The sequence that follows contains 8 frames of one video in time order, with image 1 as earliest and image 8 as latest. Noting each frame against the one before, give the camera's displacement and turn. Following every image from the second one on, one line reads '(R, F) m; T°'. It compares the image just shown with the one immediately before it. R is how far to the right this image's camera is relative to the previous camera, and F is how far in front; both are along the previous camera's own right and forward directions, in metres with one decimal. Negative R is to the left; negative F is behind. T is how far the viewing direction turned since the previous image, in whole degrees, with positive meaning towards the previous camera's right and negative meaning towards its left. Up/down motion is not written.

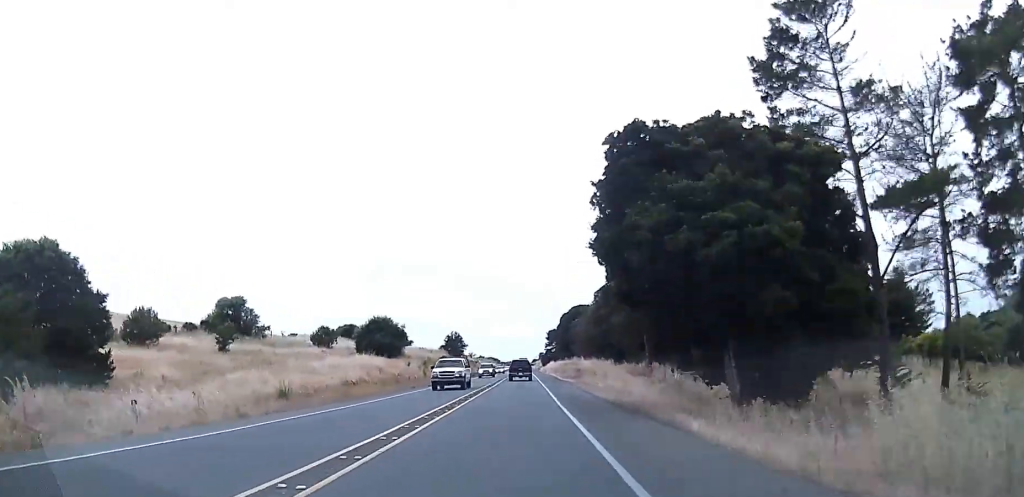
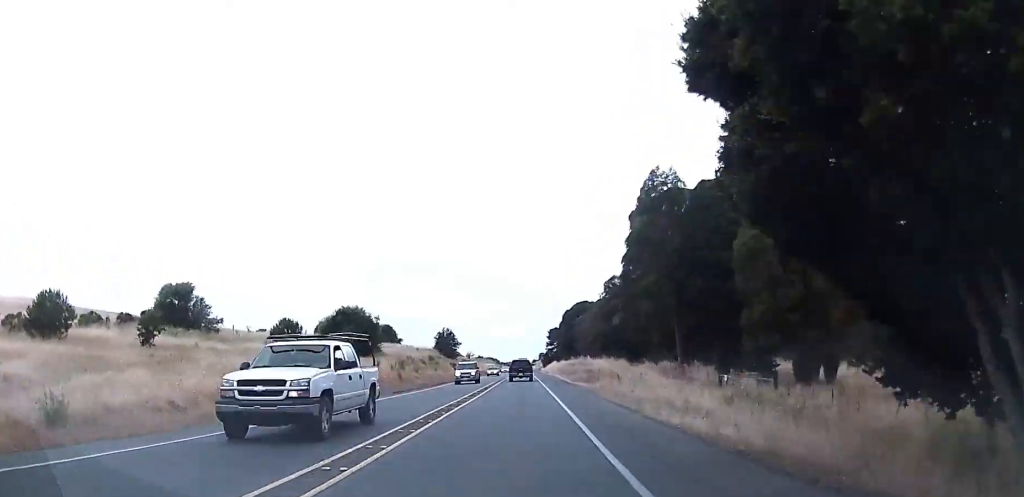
(-0.1, +14.3) m; 0°
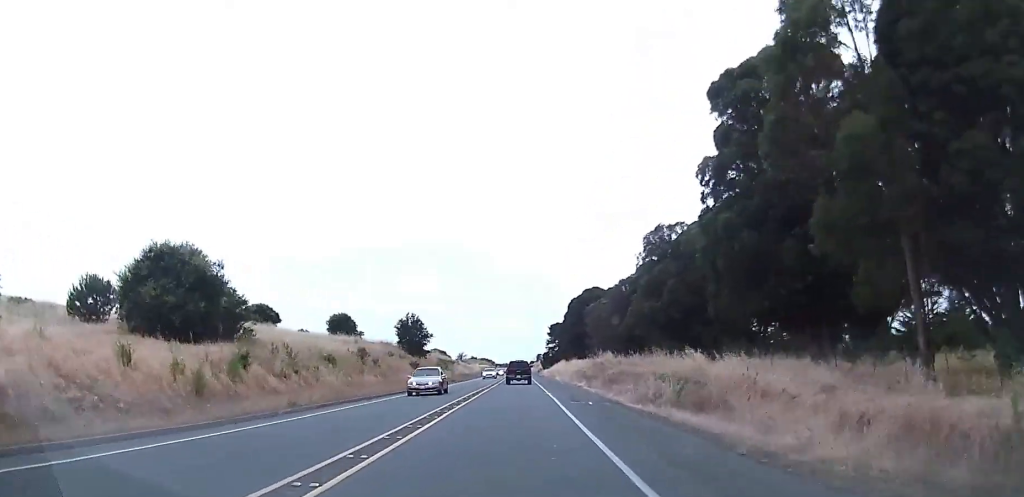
(+0.1, +37.2) m; +1°
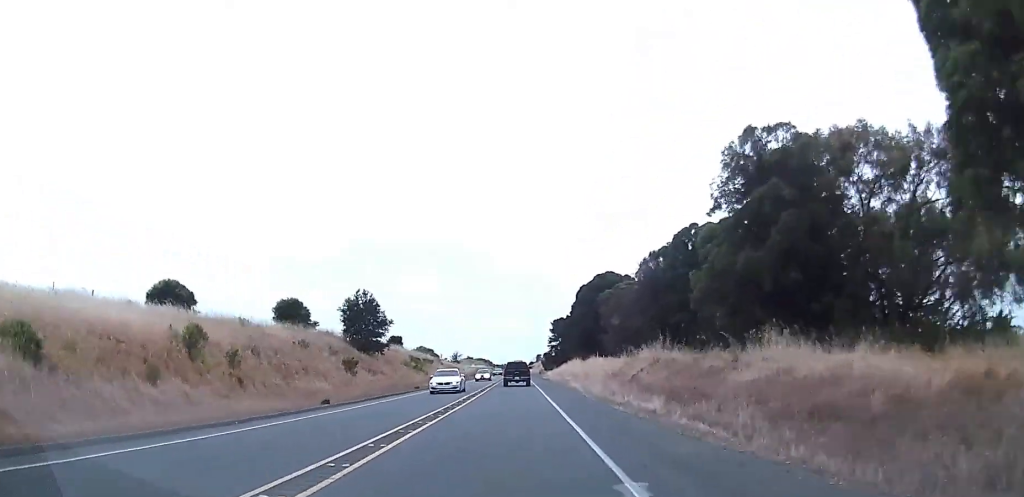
(+0.2, +26.5) m; 0°
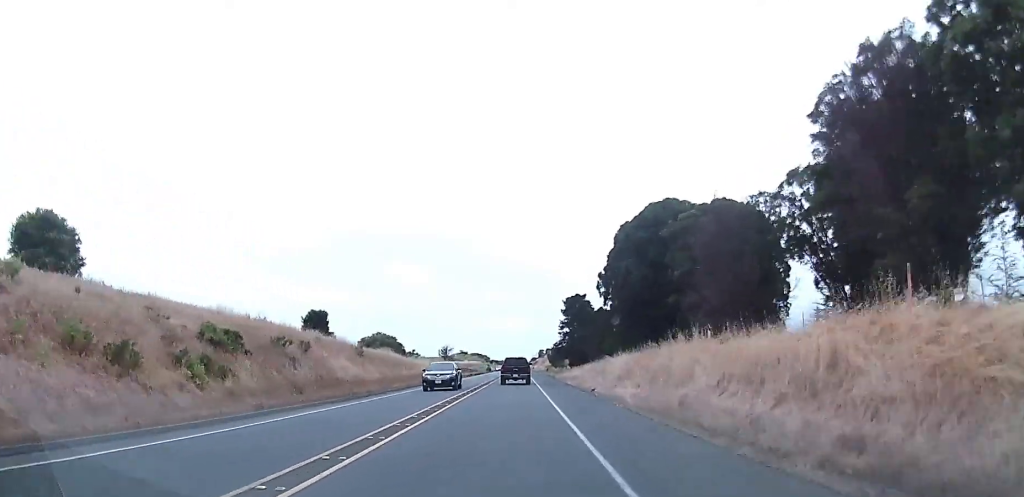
(-0.1, +54.1) m; 0°
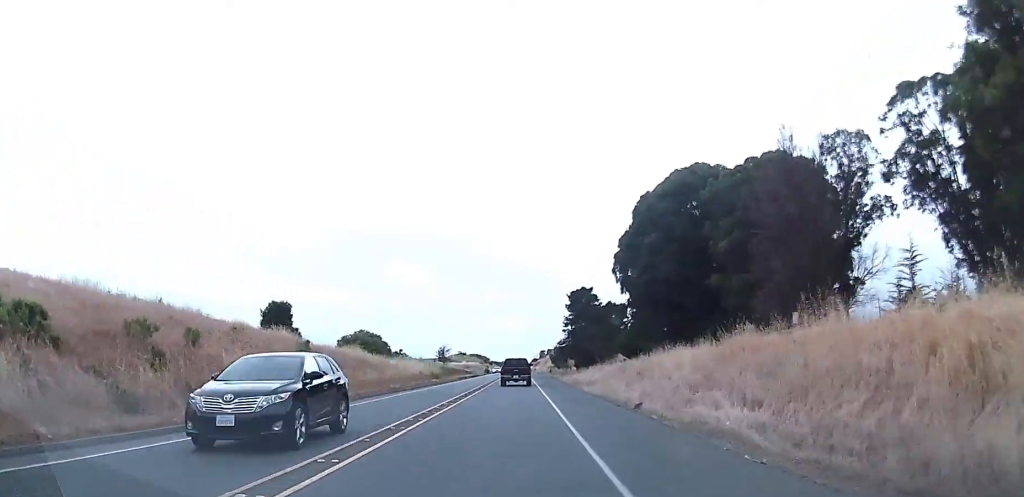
(+0.2, +13.8) m; 0°
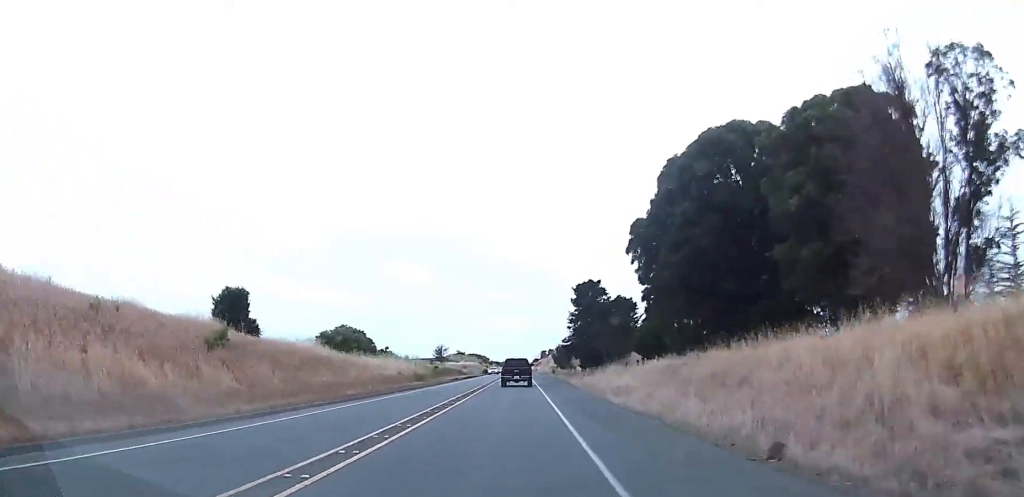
(-0.2, +11.9) m; 0°
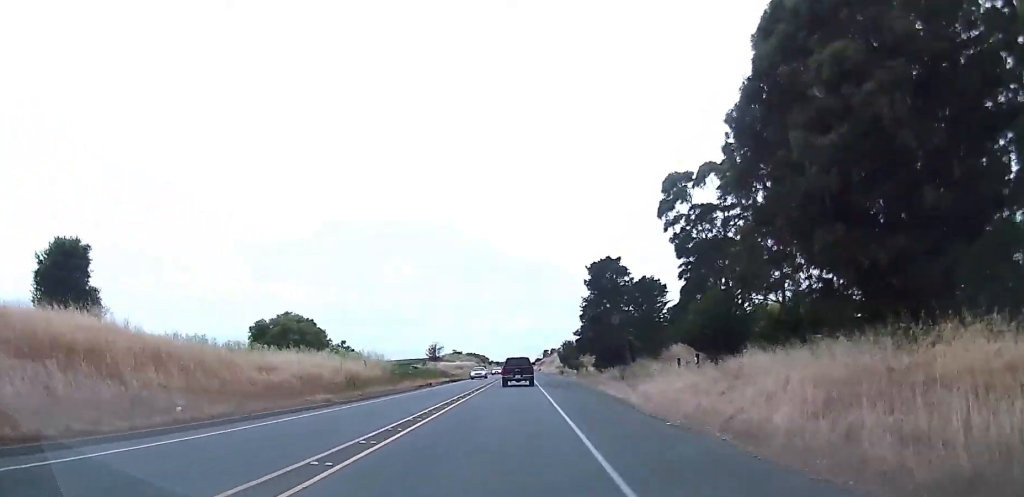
(-0.1, +24.6) m; 0°
